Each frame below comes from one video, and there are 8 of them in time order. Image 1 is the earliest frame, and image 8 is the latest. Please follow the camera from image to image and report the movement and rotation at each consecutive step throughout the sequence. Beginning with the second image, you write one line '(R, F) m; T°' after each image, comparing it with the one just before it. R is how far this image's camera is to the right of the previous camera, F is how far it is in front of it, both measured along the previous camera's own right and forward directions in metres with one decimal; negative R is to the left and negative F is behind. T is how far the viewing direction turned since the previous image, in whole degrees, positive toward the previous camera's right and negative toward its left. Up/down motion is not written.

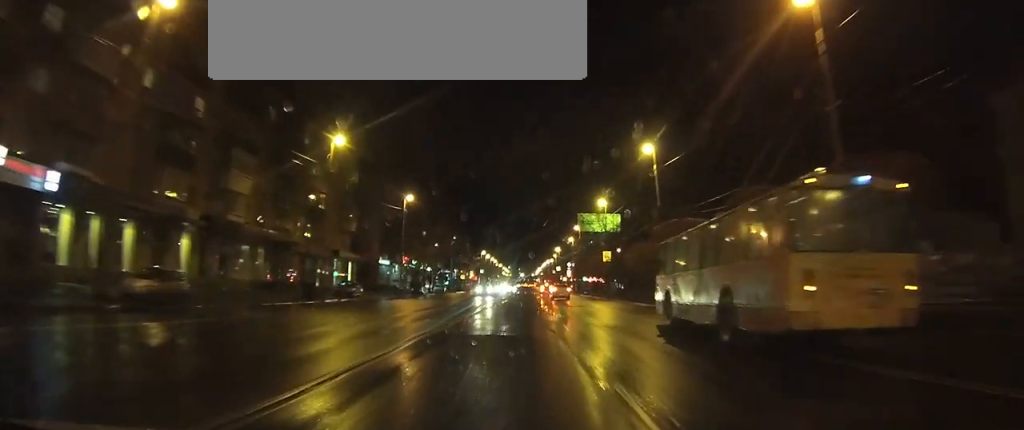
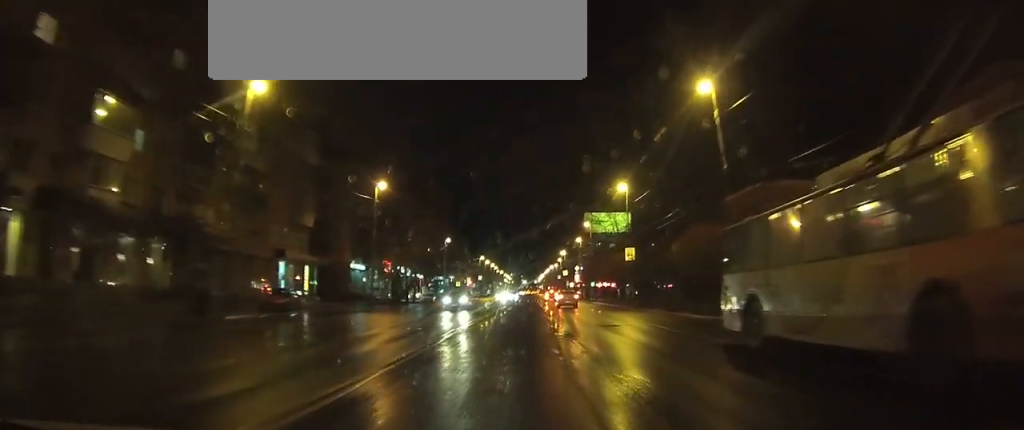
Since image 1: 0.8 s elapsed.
(0.0, +14.3) m; 0°
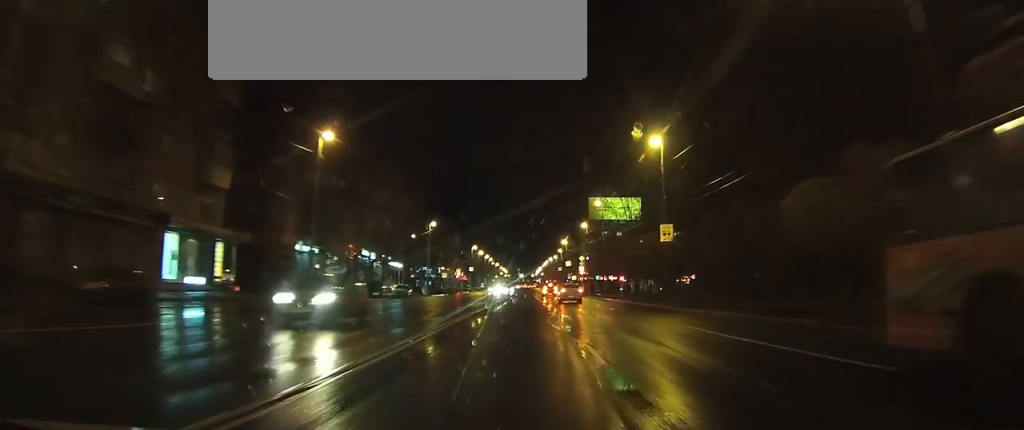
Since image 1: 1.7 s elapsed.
(0.0, +15.5) m; 0°
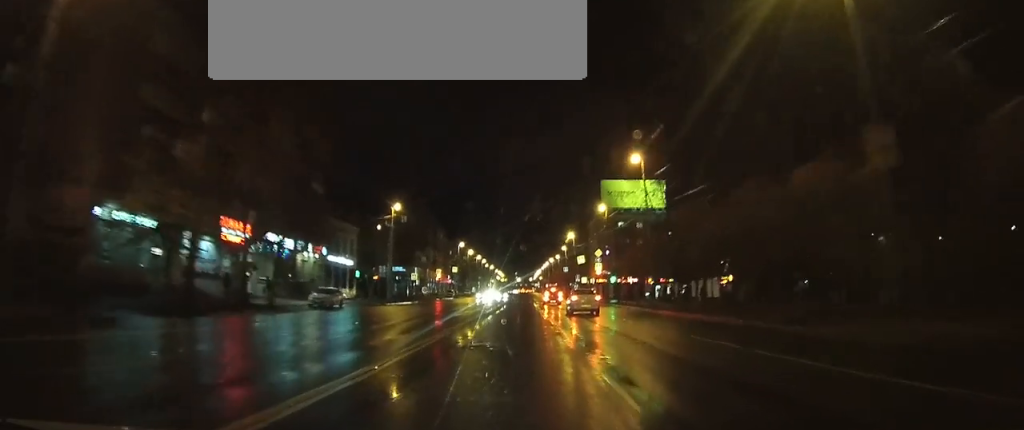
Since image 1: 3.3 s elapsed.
(0.0, +25.1) m; 0°
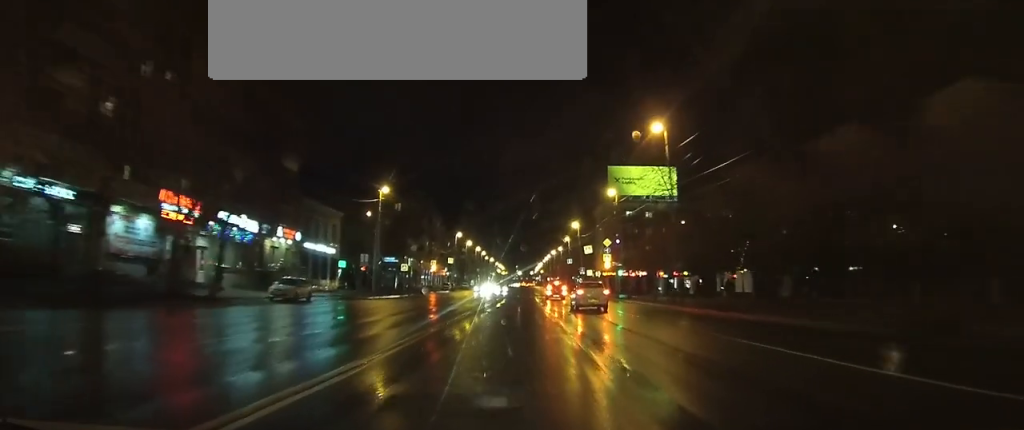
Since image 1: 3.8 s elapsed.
(0.0, +6.6) m; 0°
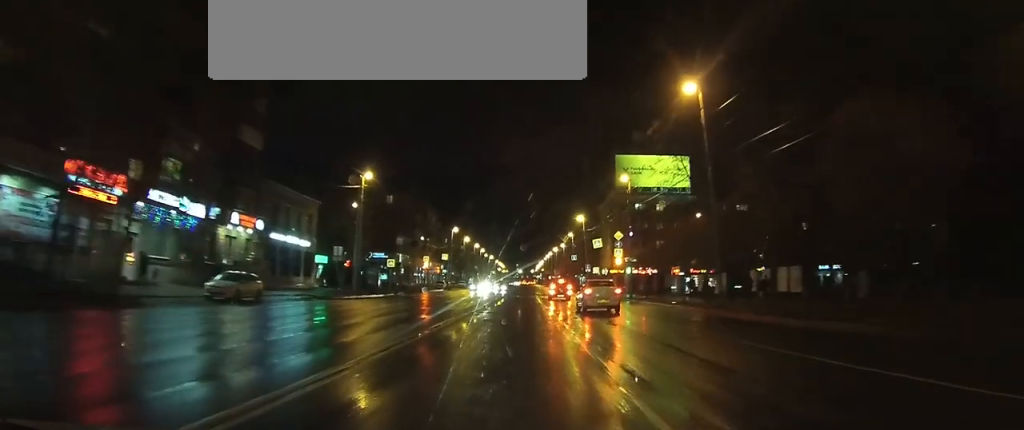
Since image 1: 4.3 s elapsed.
(0.0, +7.3) m; 0°
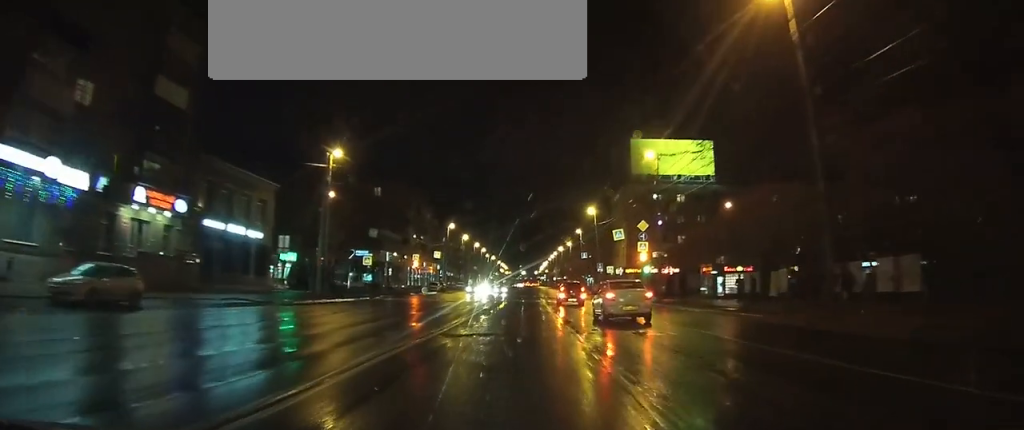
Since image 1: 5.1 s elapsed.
(0.0, +10.8) m; 0°
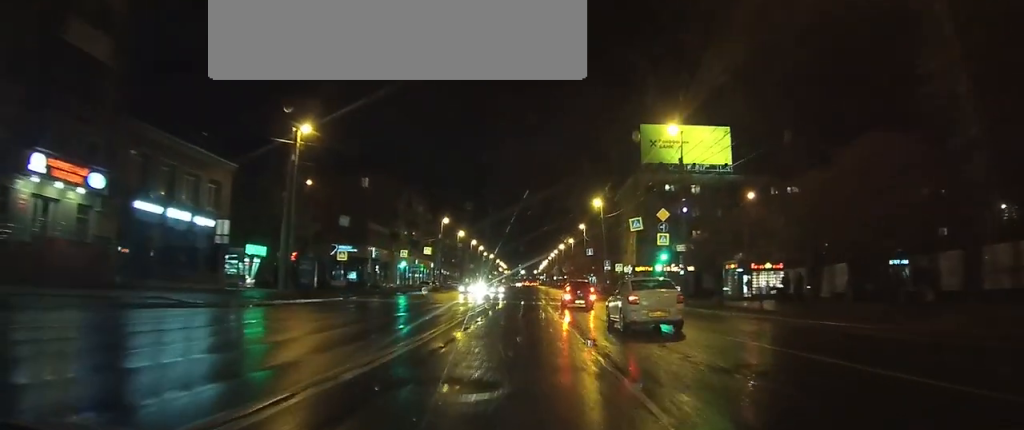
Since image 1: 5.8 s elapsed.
(0.0, +7.8) m; 0°
